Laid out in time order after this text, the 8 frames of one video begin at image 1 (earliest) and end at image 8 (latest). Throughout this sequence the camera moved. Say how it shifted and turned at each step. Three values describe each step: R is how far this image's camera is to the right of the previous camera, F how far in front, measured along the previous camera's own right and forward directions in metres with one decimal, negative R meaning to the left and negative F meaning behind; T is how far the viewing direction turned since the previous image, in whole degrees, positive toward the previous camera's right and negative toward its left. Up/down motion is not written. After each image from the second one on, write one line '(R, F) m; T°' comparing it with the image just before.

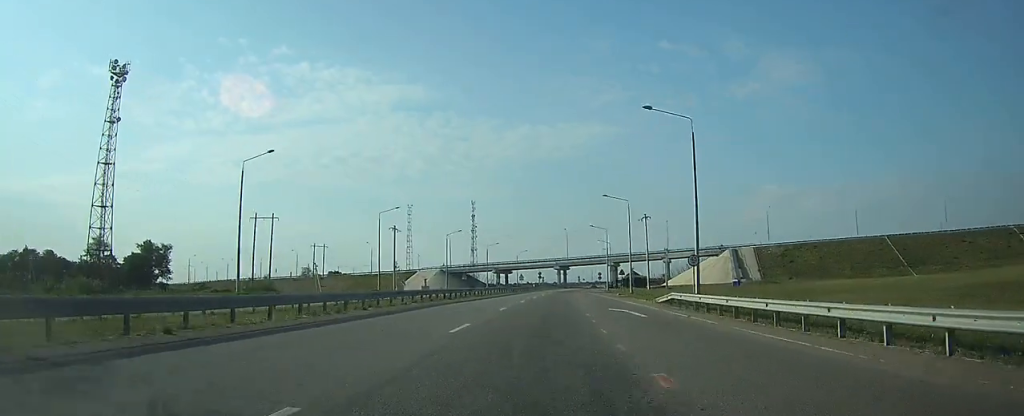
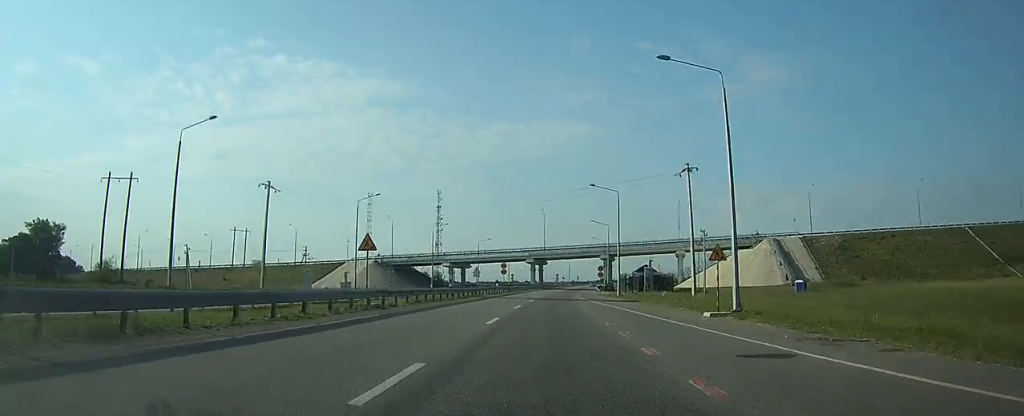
(+0.6, +44.3) m; +2°
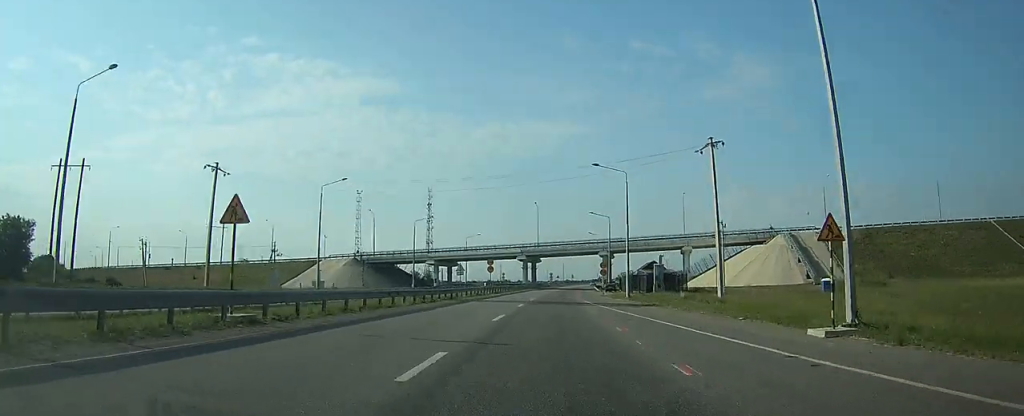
(-0.1, +10.6) m; 0°
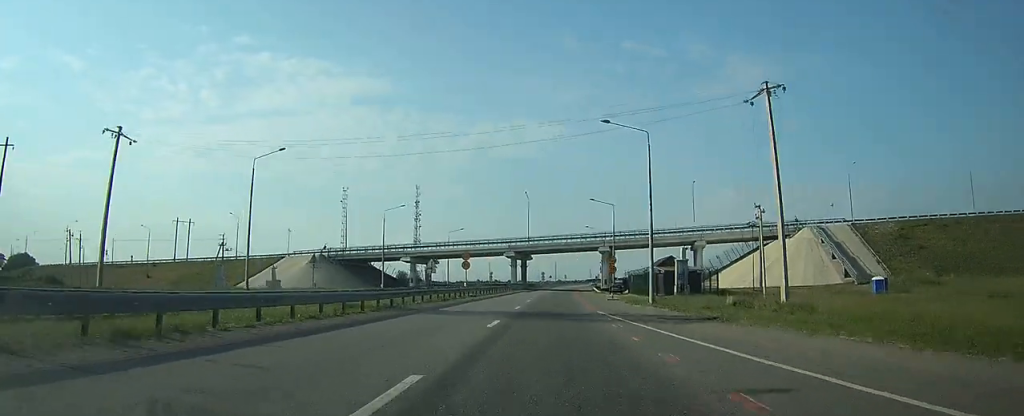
(+0.2, +14.5) m; +1°
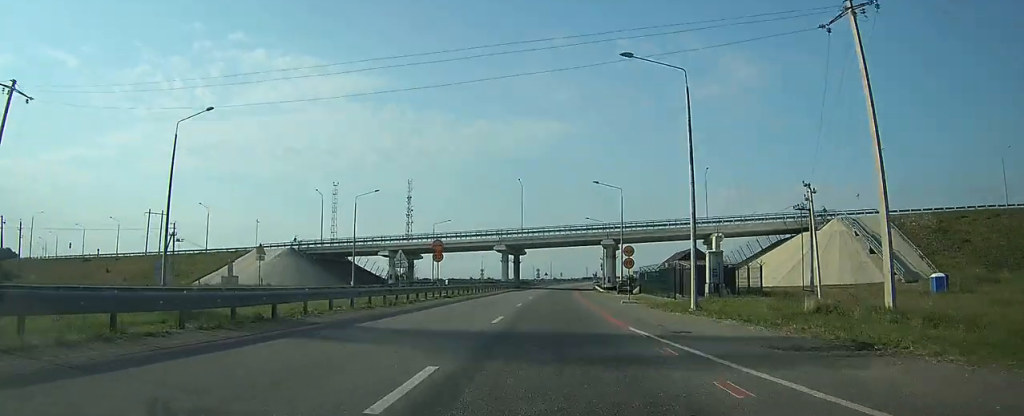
(+0.1, +11.4) m; +1°
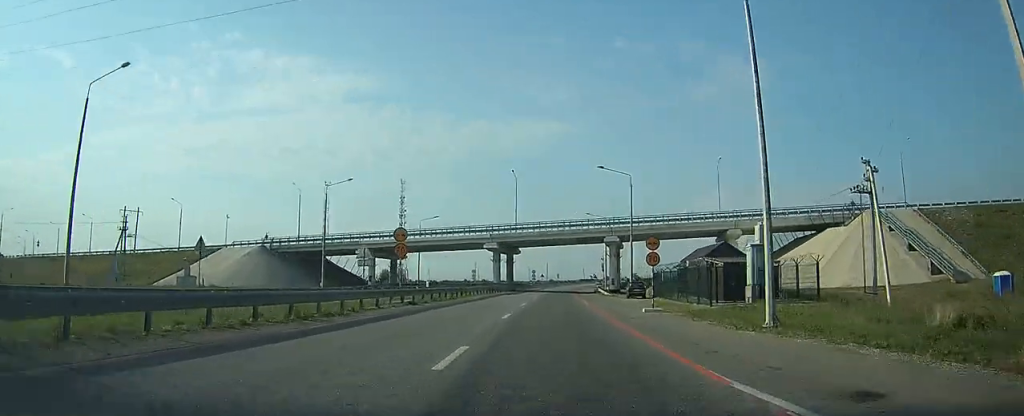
(+0.1, +9.2) m; 0°
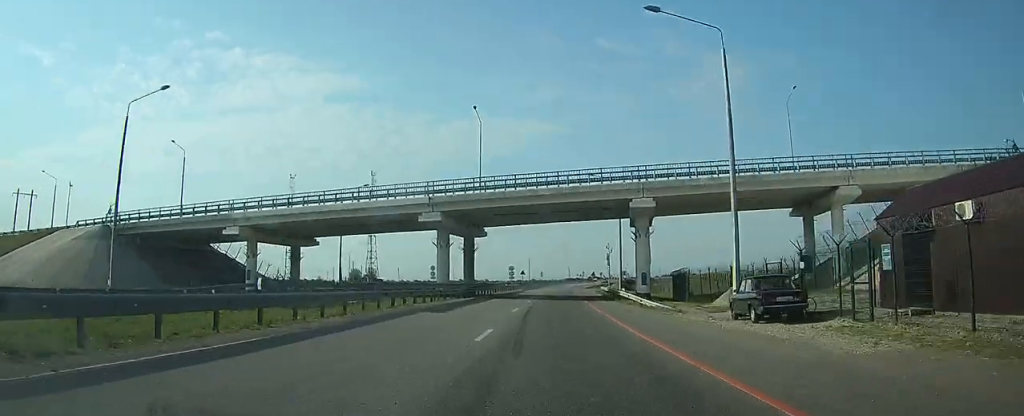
(+0.3, +32.0) m; +1°
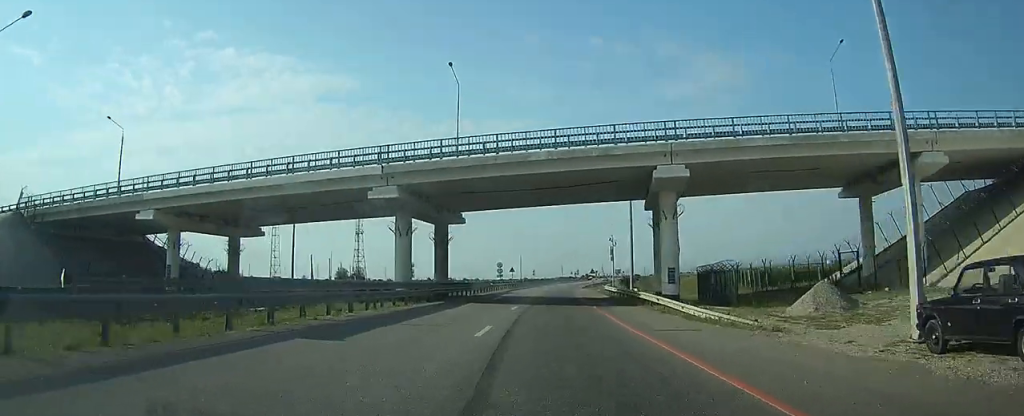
(0.0, +11.4) m; 0°
